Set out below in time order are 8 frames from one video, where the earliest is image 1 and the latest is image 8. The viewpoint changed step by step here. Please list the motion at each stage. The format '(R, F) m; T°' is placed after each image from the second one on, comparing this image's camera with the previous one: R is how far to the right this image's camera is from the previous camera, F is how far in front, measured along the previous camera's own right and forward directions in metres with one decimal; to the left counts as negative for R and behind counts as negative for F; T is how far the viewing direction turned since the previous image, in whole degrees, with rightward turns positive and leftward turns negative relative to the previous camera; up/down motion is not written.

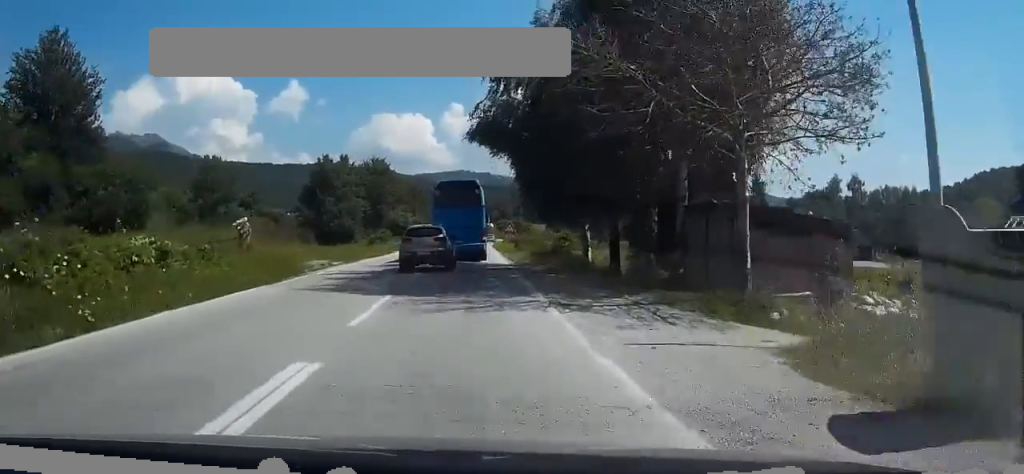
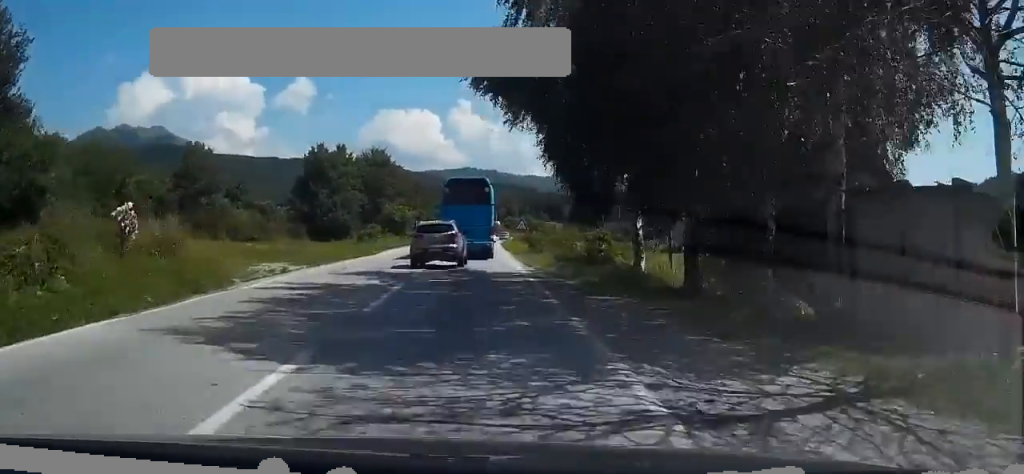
(0.0, +8.8) m; 0°
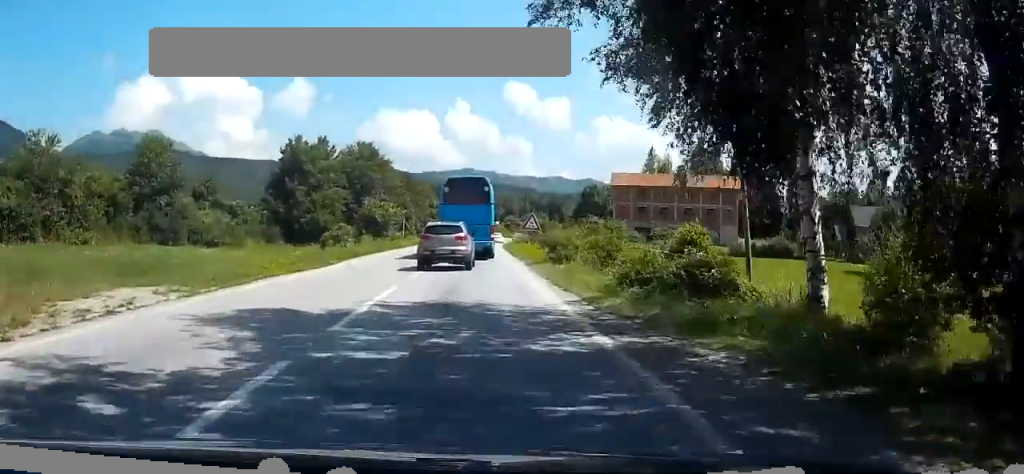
(-0.1, +11.6) m; 0°
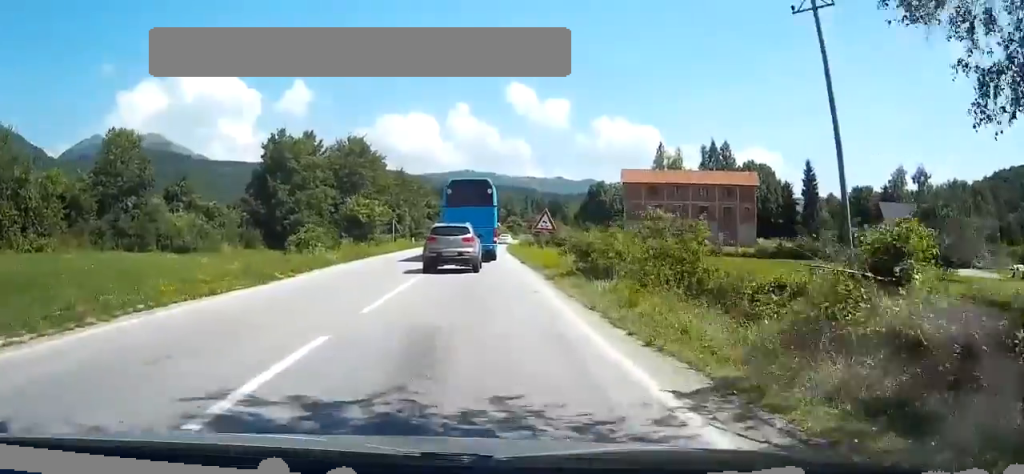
(0.0, +8.0) m; 0°
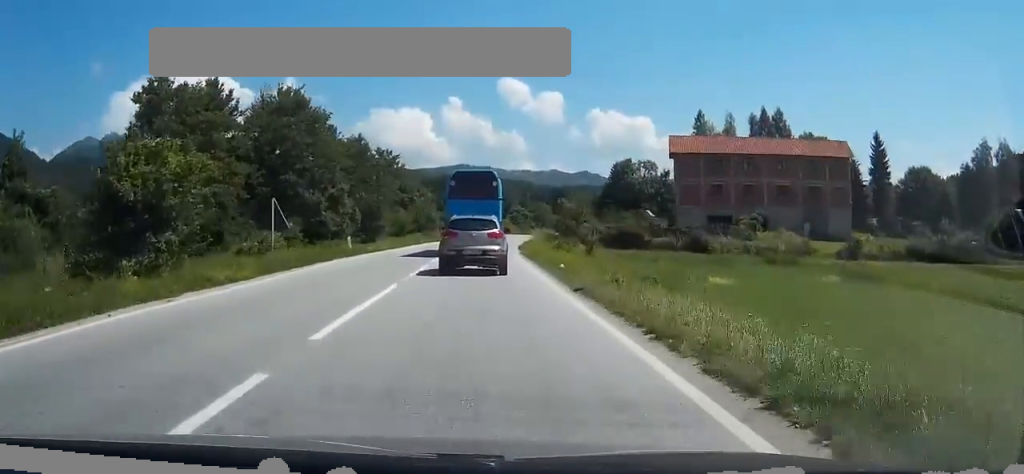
(0.0, +31.6) m; +1°
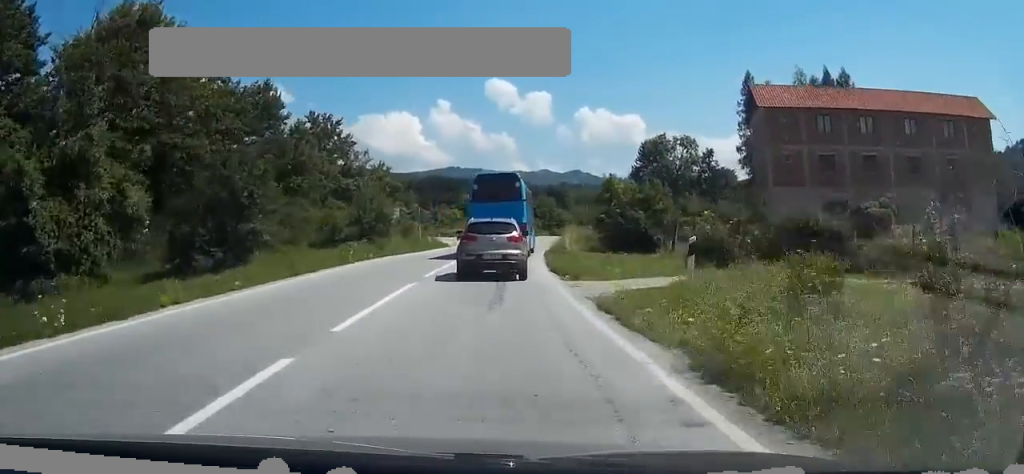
(+0.2, +27.9) m; +1°
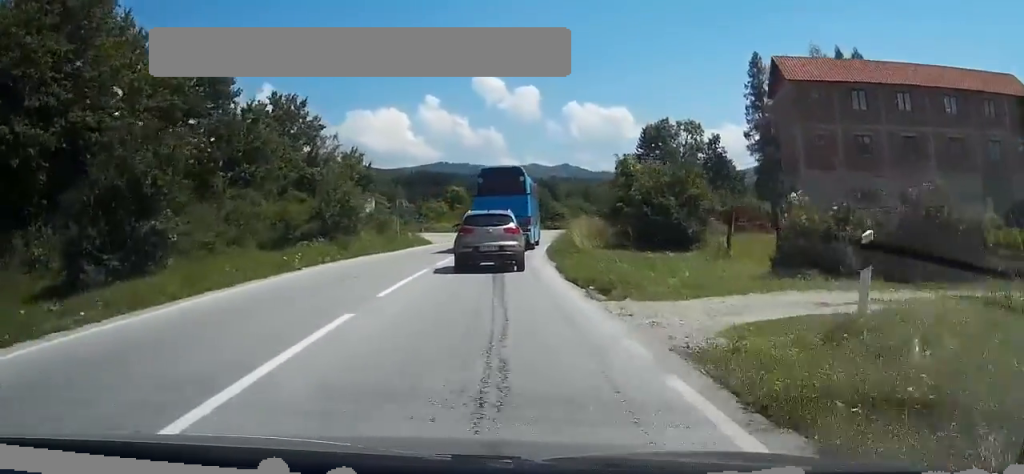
(+0.1, +7.3) m; +1°
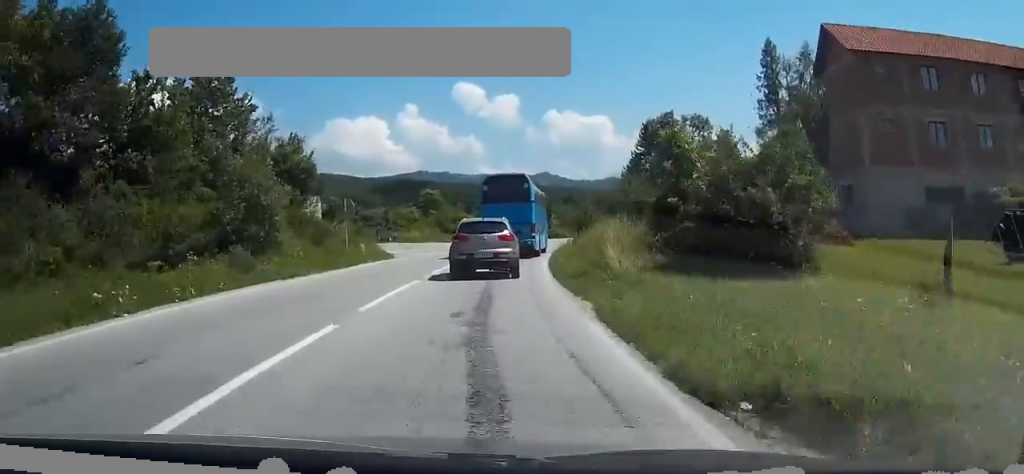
(+0.1, +10.9) m; +1°
